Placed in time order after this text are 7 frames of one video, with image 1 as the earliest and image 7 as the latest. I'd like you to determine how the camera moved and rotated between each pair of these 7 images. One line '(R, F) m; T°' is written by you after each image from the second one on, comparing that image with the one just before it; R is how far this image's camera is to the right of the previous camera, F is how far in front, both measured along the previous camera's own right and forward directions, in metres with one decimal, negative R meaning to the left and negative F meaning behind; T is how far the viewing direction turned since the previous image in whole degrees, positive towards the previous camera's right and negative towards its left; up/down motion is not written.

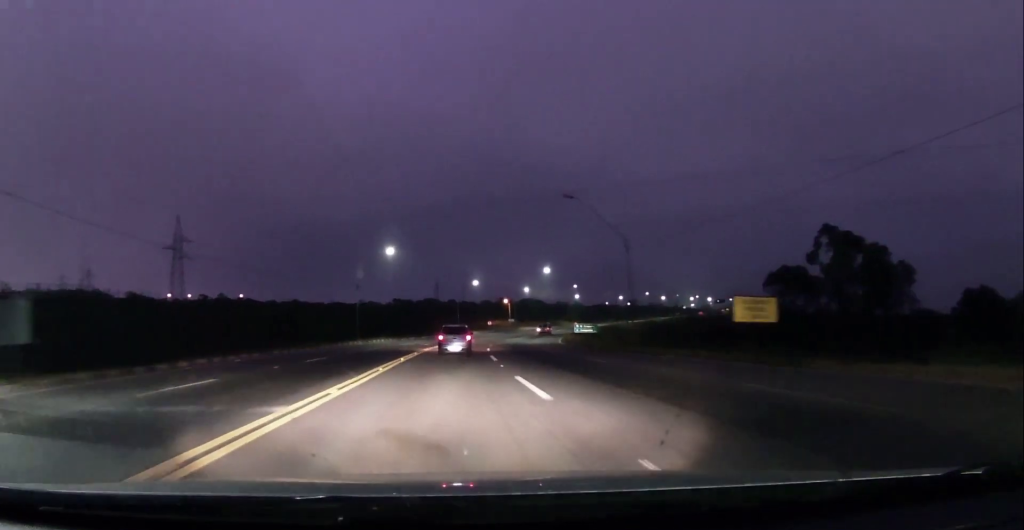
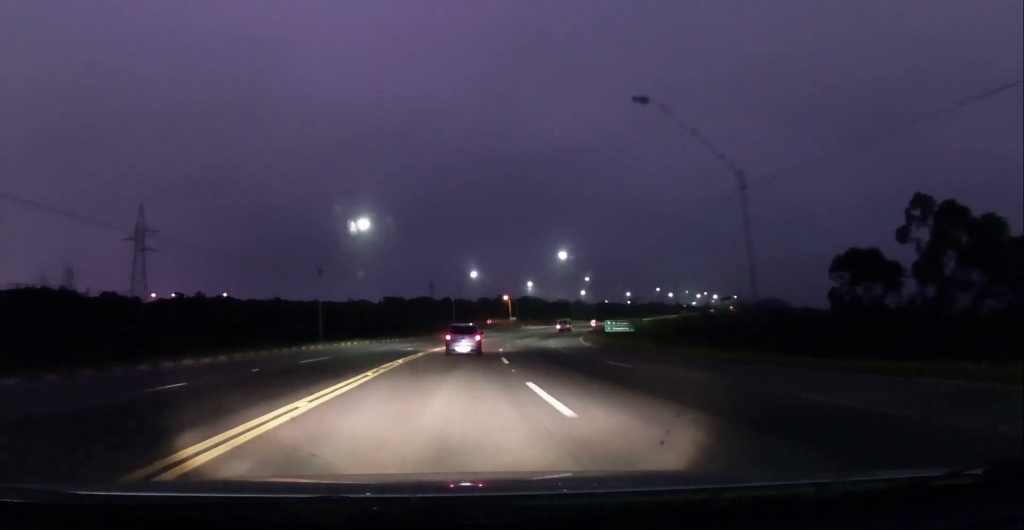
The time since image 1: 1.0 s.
(0.0, +18.4) m; 0°
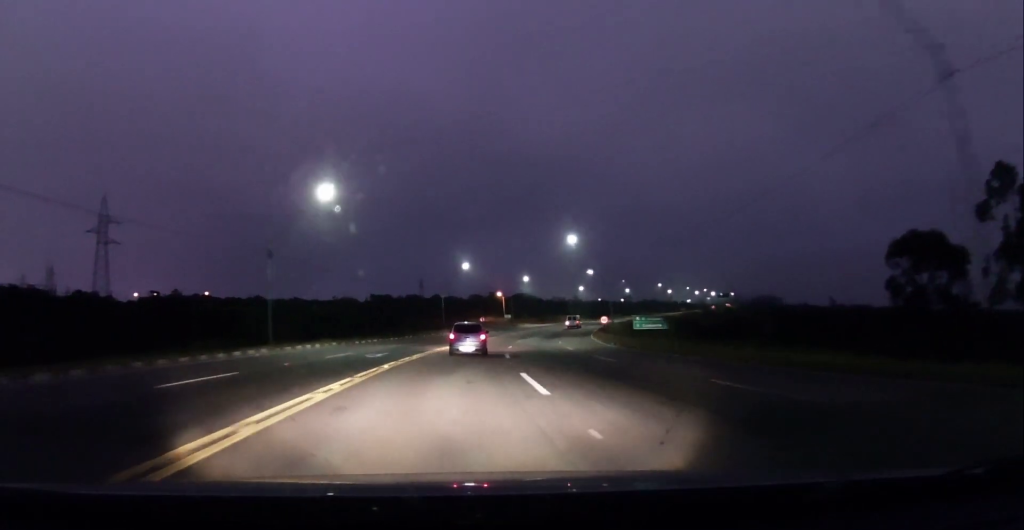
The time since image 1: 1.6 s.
(-0.1, +12.2) m; 0°
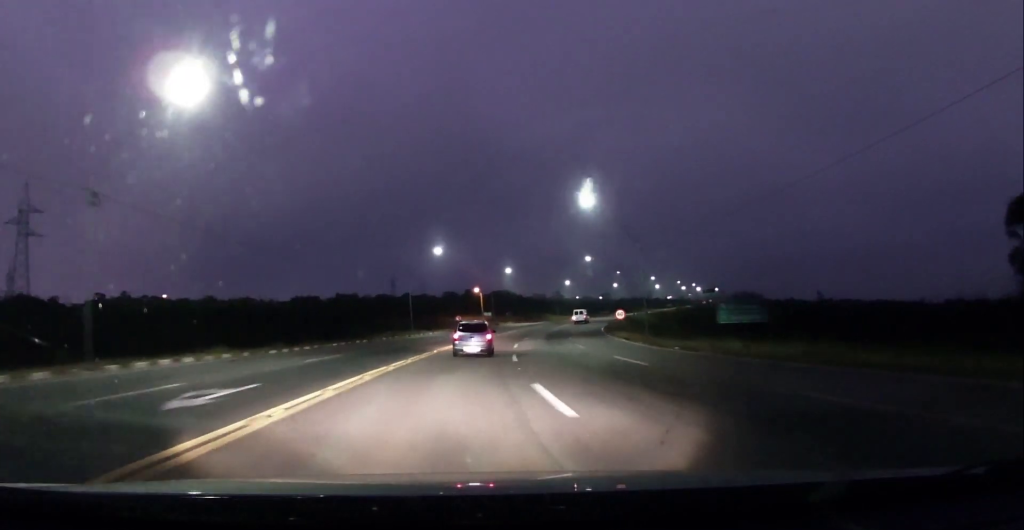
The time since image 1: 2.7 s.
(+0.4, +20.5) m; +3°
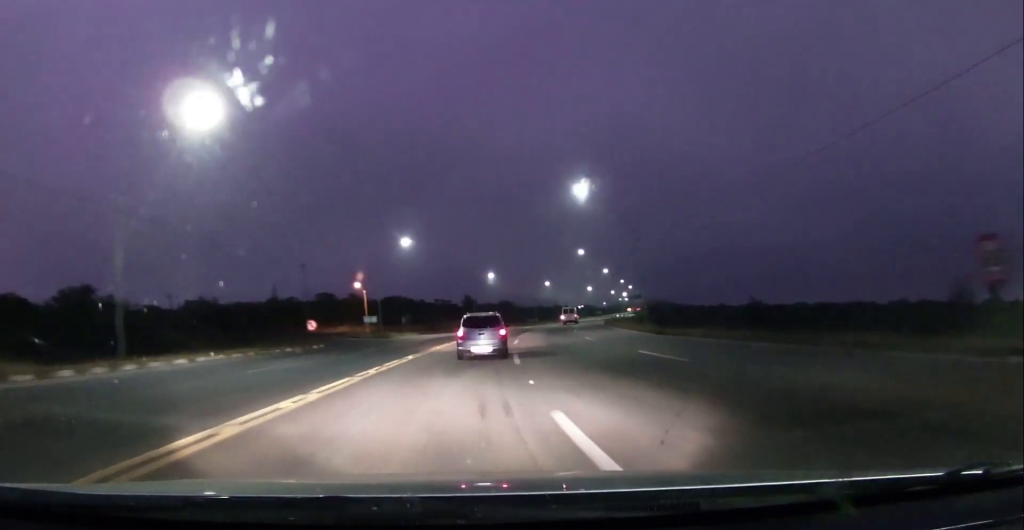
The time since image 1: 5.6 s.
(+3.6, +55.0) m; +8°
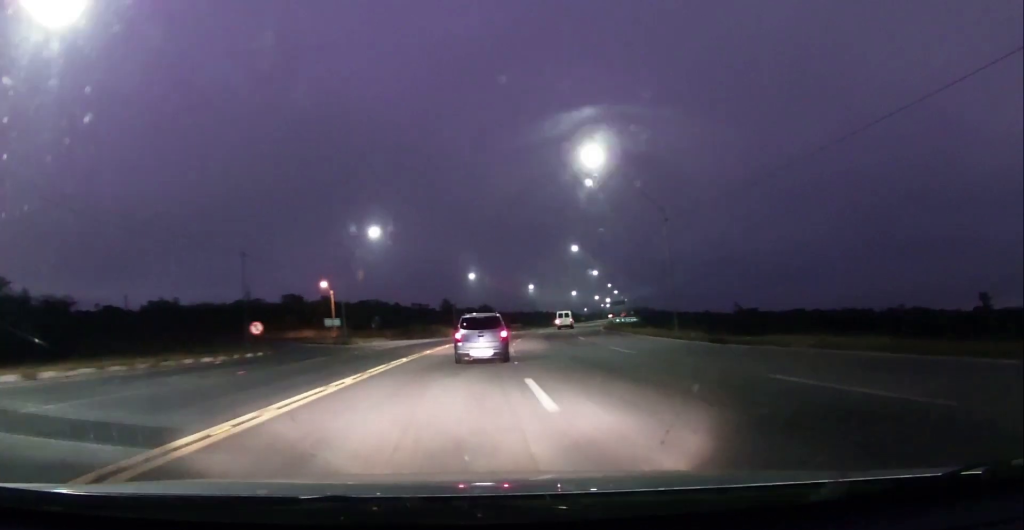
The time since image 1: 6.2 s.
(+0.6, +10.6) m; +2°
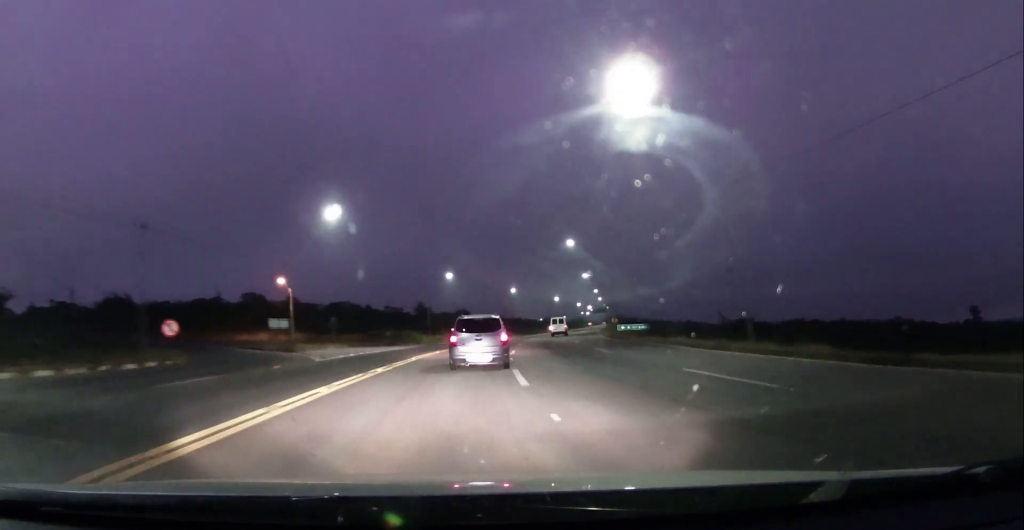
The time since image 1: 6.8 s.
(+0.2, +11.7) m; +2°
